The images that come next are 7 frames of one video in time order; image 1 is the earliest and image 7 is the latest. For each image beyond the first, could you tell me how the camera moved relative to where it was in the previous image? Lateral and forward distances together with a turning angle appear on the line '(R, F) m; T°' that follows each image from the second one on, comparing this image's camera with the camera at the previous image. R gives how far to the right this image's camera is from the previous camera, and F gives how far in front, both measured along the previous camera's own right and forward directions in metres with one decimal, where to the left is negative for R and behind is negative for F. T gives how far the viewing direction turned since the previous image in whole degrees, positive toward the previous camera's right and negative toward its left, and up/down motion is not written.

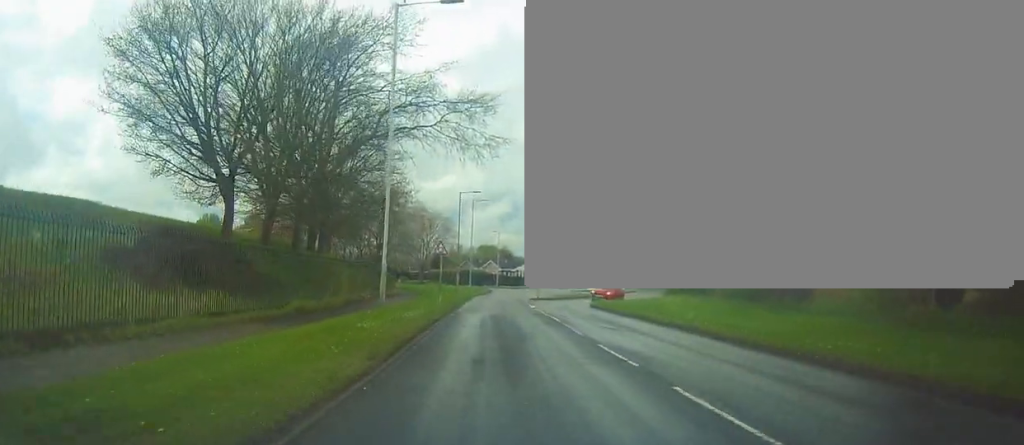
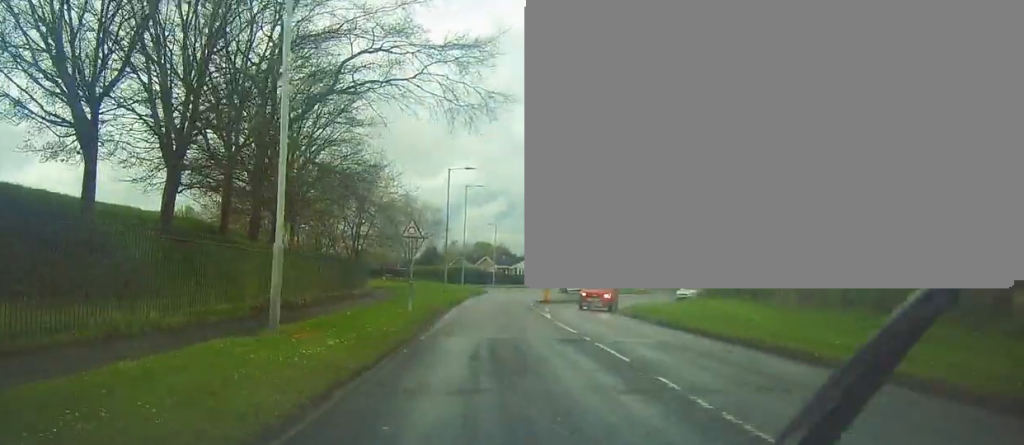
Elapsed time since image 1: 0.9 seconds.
(+0.1, +10.6) m; +1°
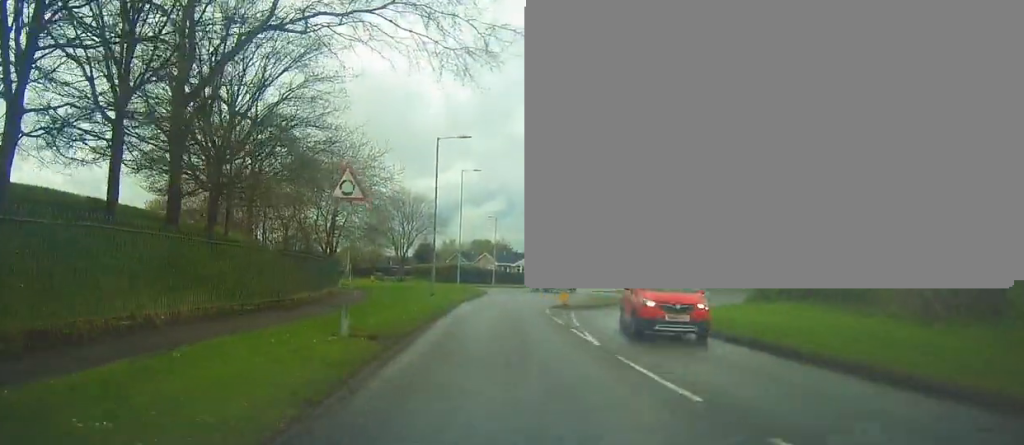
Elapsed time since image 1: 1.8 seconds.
(+0.1, +9.6) m; +1°
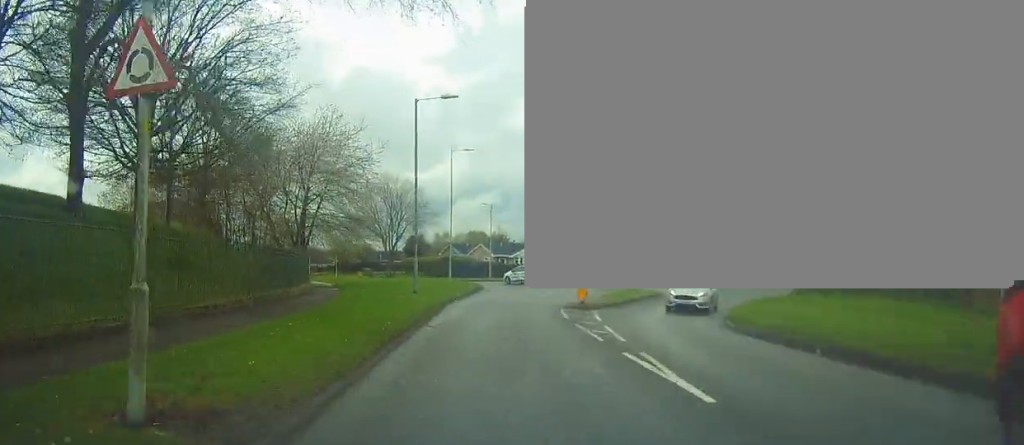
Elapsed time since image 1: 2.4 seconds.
(-0.1, +6.9) m; +1°
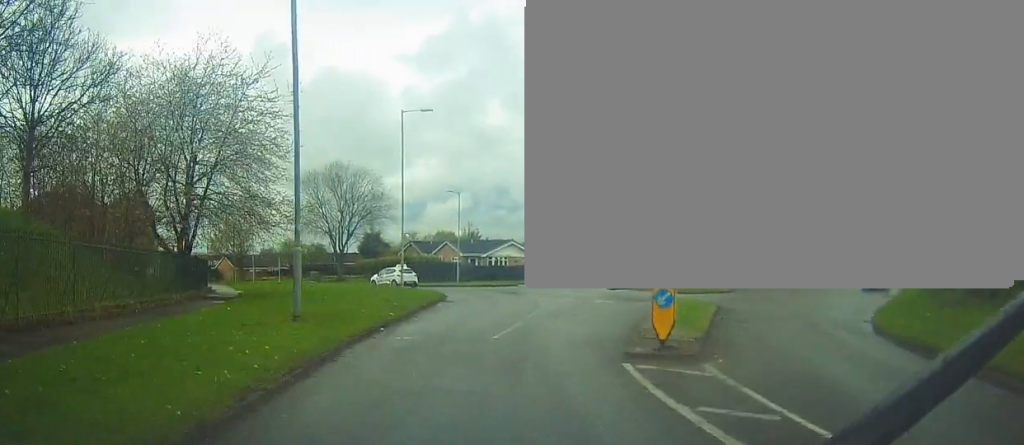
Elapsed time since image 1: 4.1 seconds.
(+0.3, +14.4) m; +1°
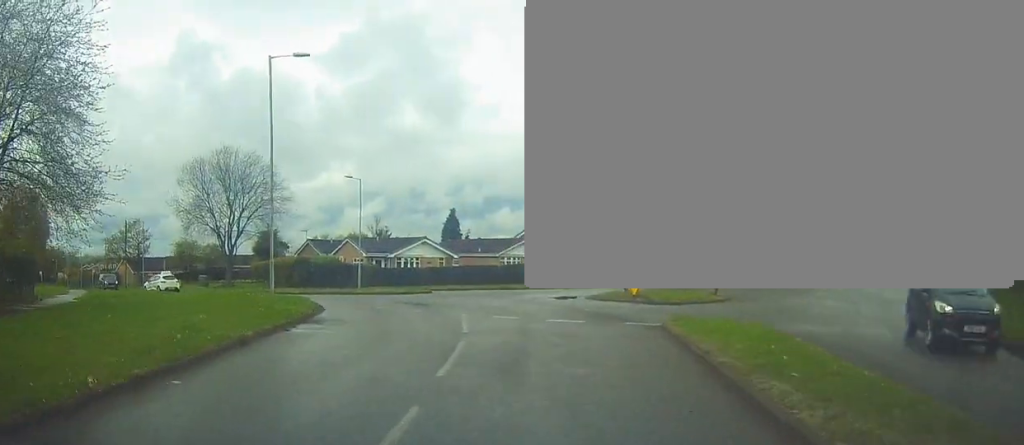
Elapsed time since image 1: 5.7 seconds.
(+0.1, +11.2) m; +5°
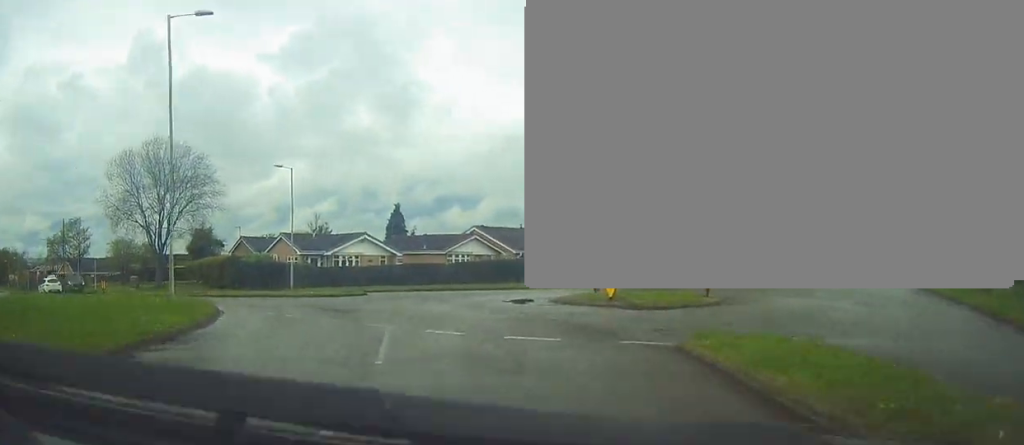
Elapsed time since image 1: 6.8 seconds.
(+0.4, +5.7) m; +7°
